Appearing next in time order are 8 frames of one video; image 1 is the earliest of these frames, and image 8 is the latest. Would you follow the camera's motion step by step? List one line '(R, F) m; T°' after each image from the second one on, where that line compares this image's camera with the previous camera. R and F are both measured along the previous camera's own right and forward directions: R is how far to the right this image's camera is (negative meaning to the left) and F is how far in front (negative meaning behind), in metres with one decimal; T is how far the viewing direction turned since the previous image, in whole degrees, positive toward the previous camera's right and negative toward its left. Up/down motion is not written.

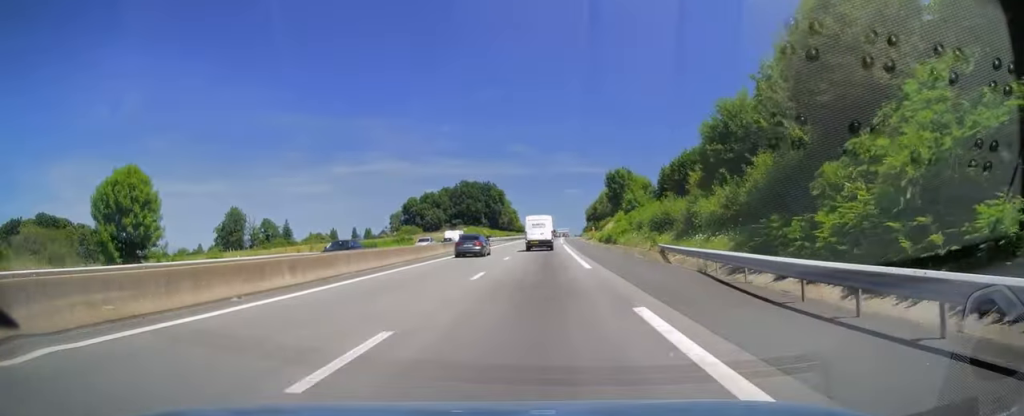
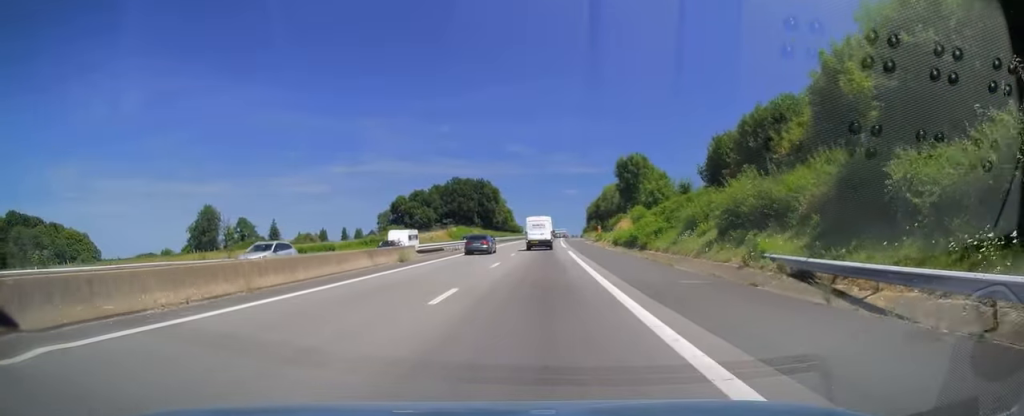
(0.0, +19.2) m; 0°
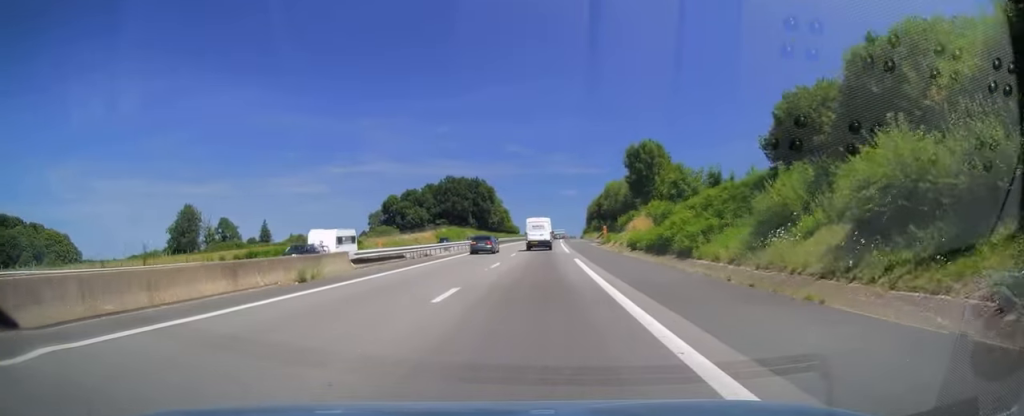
(+0.2, +12.8) m; 0°
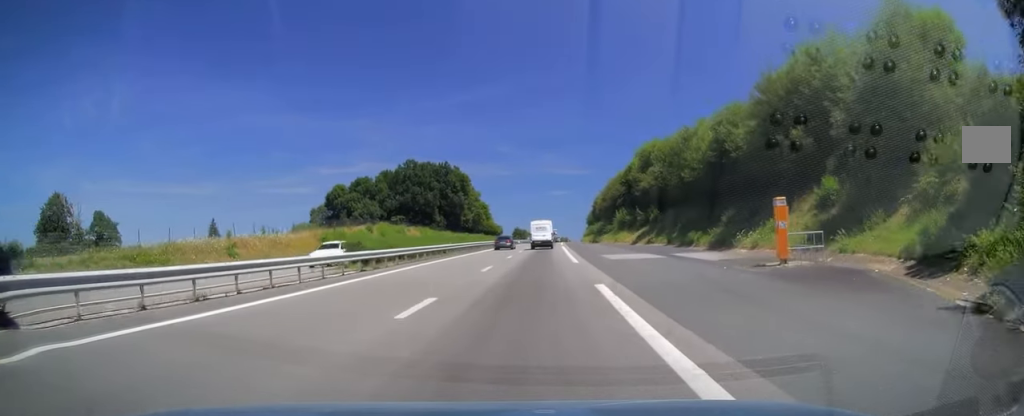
(+0.4, +67.5) m; +2°
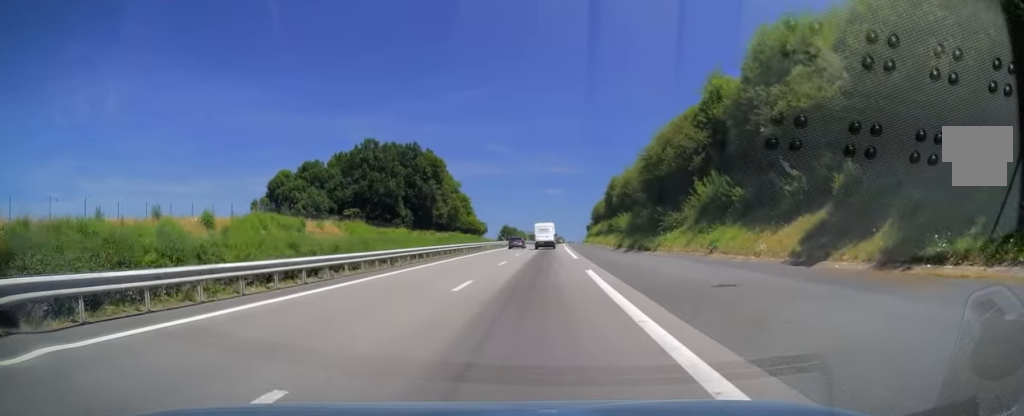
(+0.3, +47.0) m; 0°
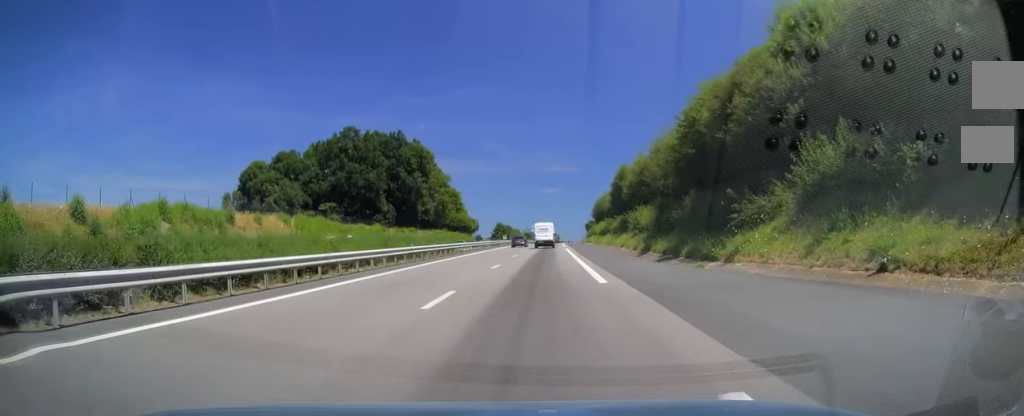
(-0.1, +16.7) m; 0°
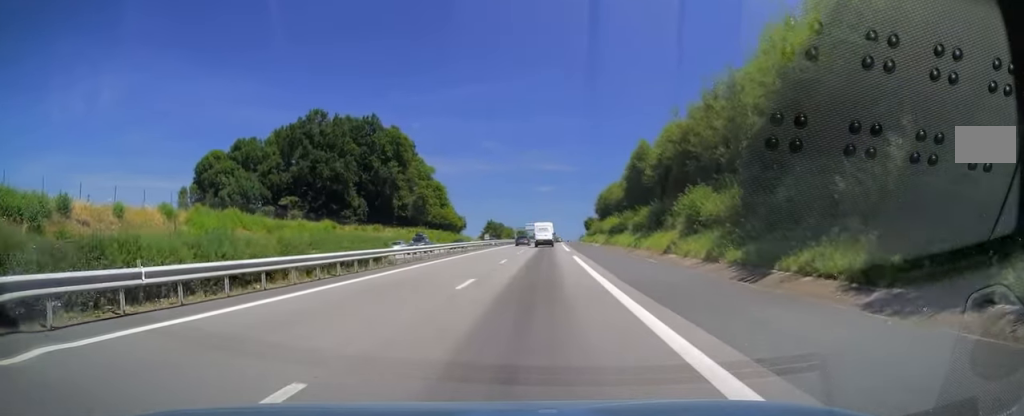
(0.0, +22.0) m; +1°
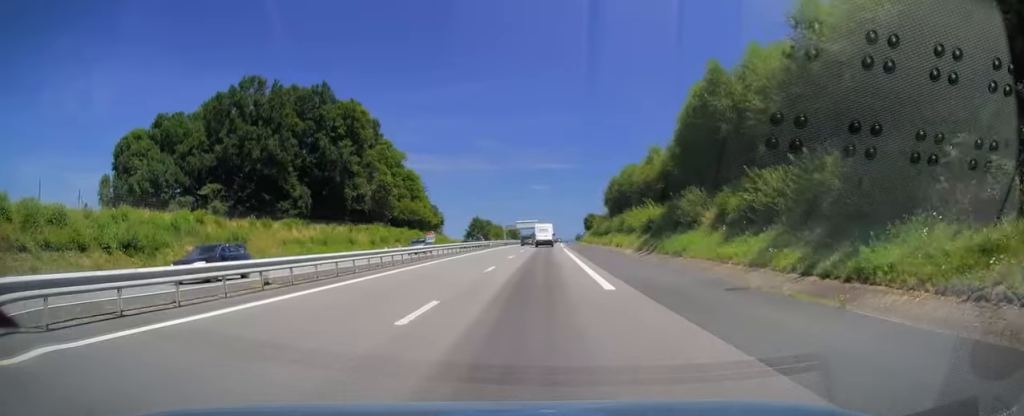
(+0.3, +31.8) m; +1°
